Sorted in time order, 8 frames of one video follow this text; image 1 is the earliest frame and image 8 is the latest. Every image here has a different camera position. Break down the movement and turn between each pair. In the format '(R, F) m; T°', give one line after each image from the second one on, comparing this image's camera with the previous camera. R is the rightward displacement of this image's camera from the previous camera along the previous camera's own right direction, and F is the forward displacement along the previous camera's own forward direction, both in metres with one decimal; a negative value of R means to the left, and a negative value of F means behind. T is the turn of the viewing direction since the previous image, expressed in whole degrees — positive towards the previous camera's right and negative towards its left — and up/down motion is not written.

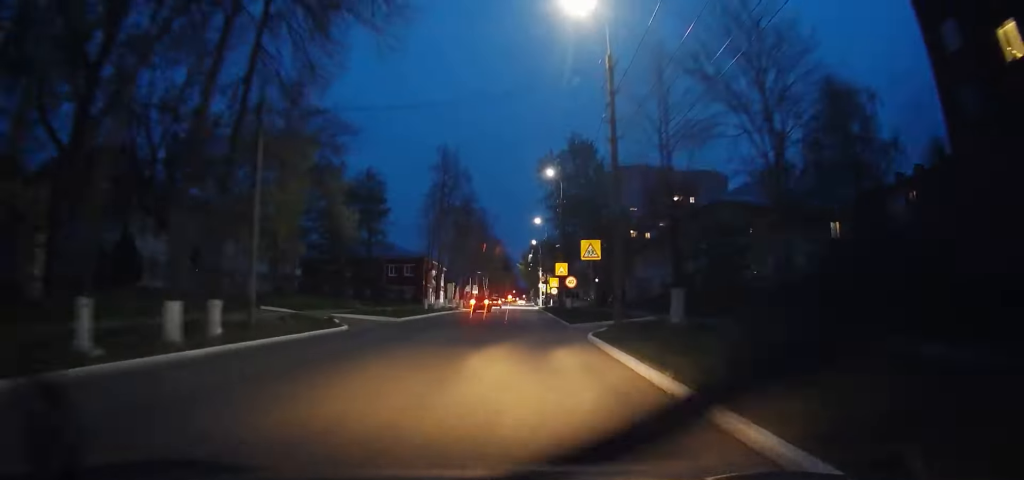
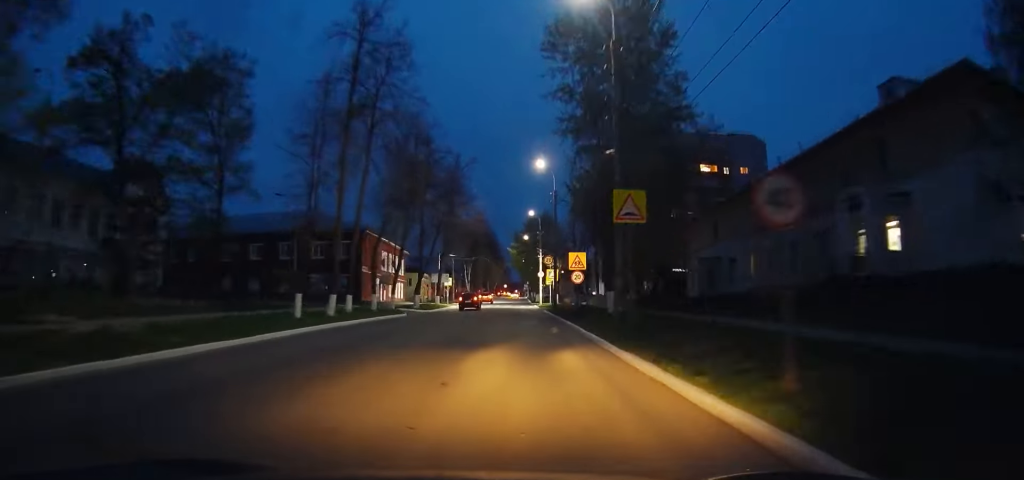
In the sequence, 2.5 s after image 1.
(-0.1, +25.6) m; 0°
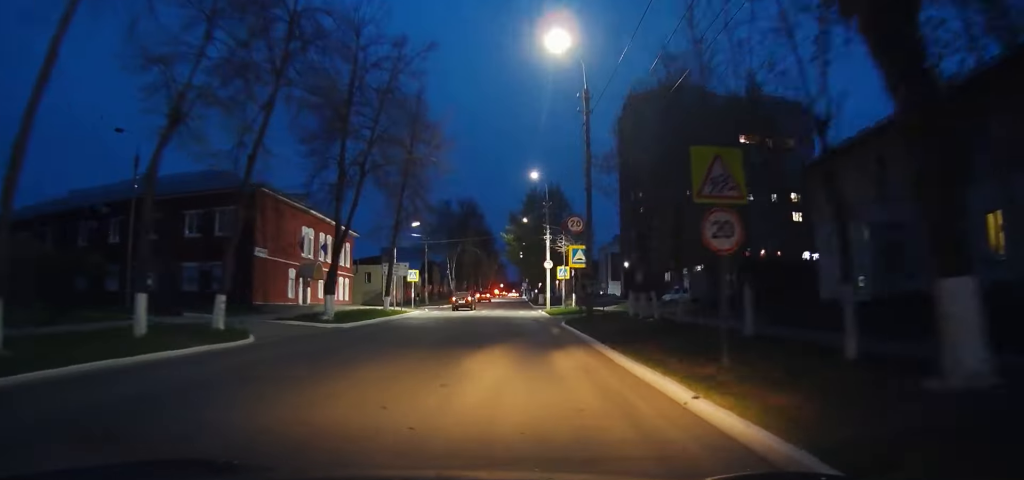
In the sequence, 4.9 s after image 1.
(+0.2, +19.7) m; +2°
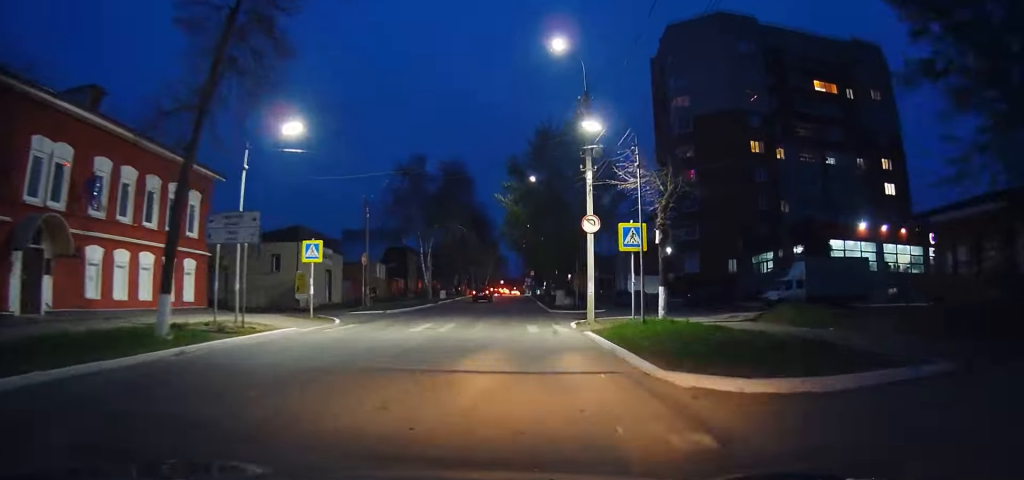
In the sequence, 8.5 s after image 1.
(+0.7, +24.2) m; +8°
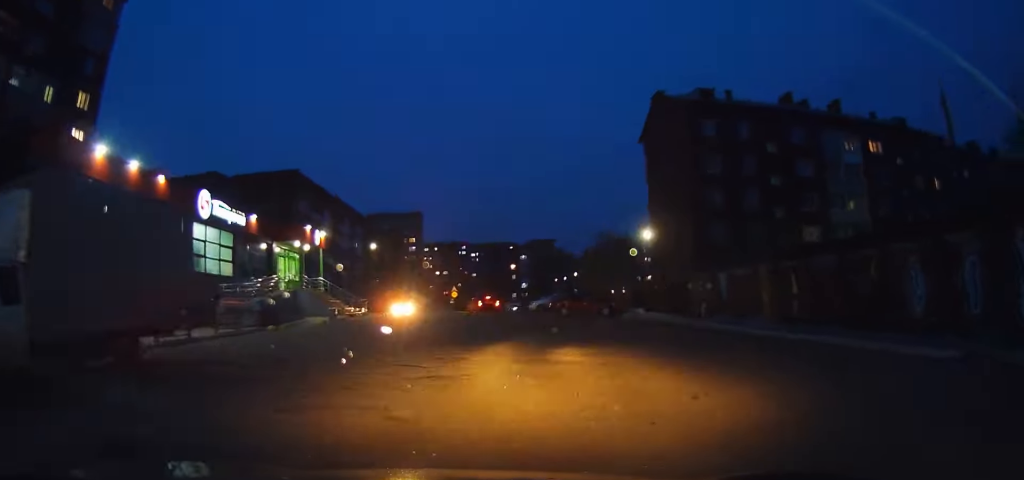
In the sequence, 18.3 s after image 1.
(+18.3, +27.3) m; +77°
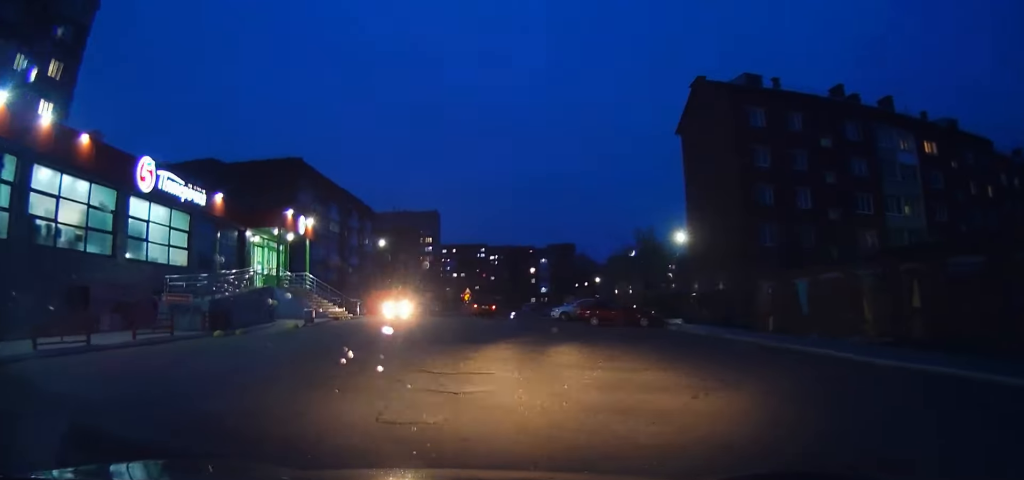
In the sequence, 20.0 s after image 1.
(-0.1, +6.4) m; 0°
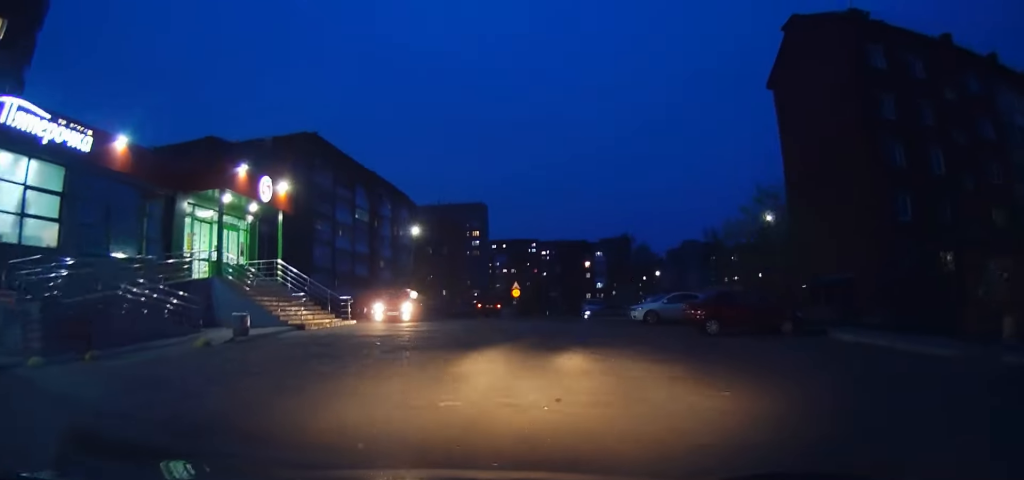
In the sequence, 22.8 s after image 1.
(-0.1, +10.5) m; -1°
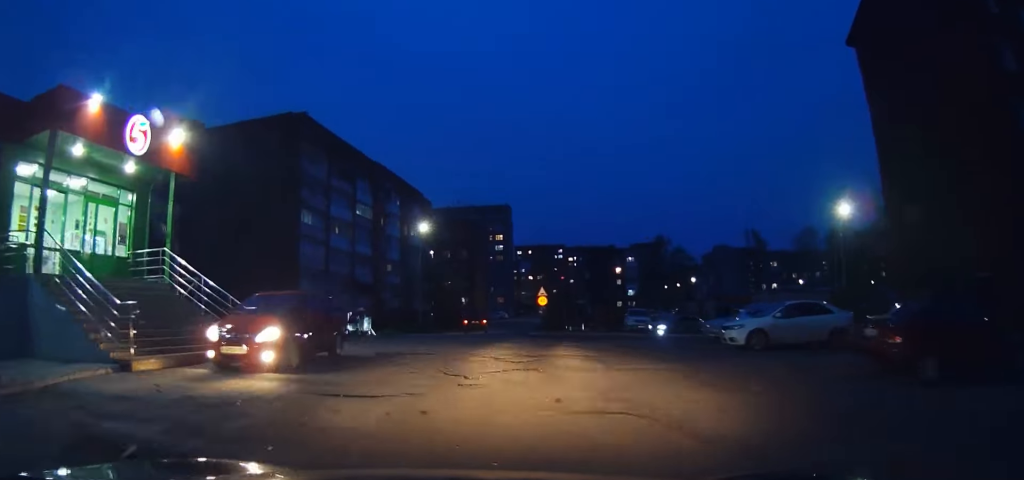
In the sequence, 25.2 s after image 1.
(+0.2, +9.7) m; -2°
